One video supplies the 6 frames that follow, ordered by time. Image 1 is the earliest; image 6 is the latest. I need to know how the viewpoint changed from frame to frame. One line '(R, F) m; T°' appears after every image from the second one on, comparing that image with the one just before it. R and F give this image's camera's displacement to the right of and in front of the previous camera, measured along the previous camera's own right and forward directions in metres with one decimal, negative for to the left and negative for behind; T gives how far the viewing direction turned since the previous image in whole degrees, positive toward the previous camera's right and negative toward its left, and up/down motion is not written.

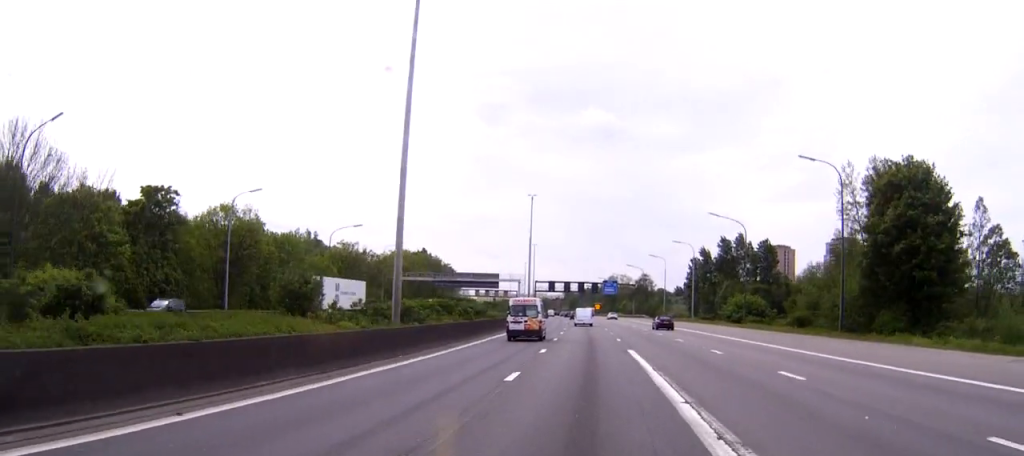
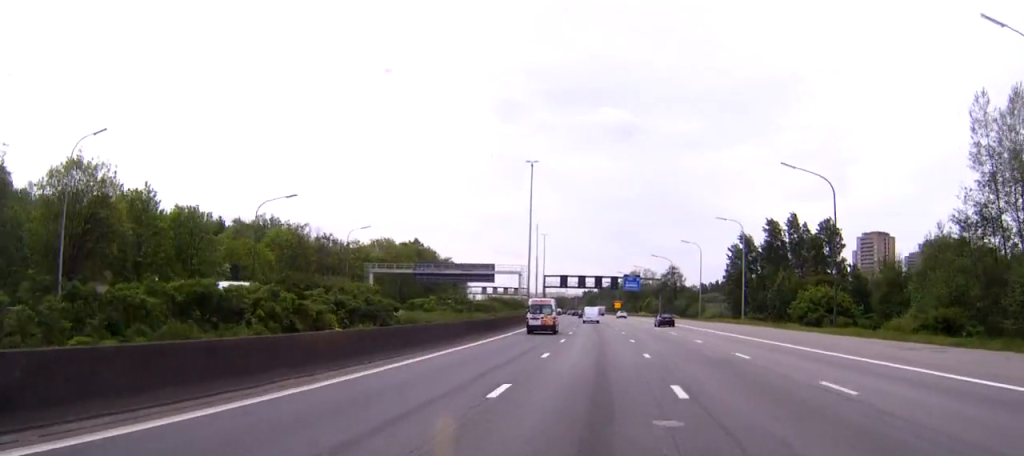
(-0.2, +29.5) m; -1°
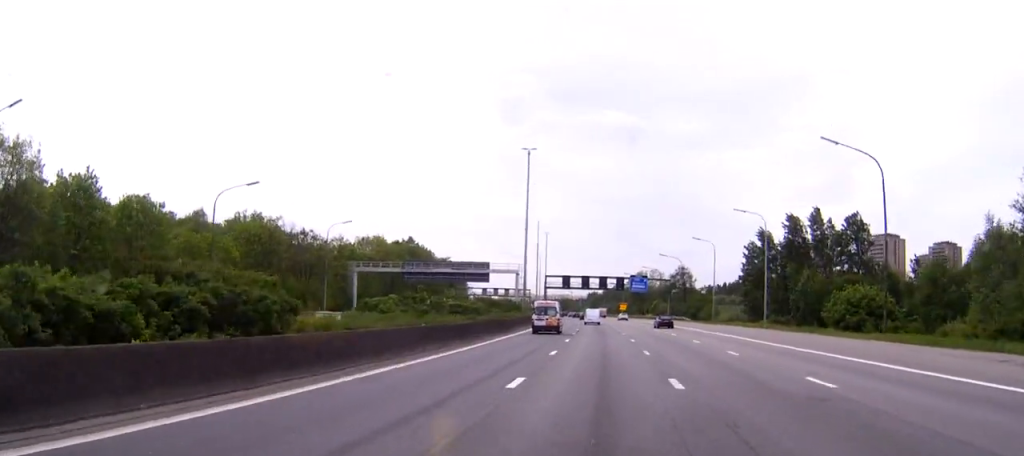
(0.0, +10.3) m; 0°
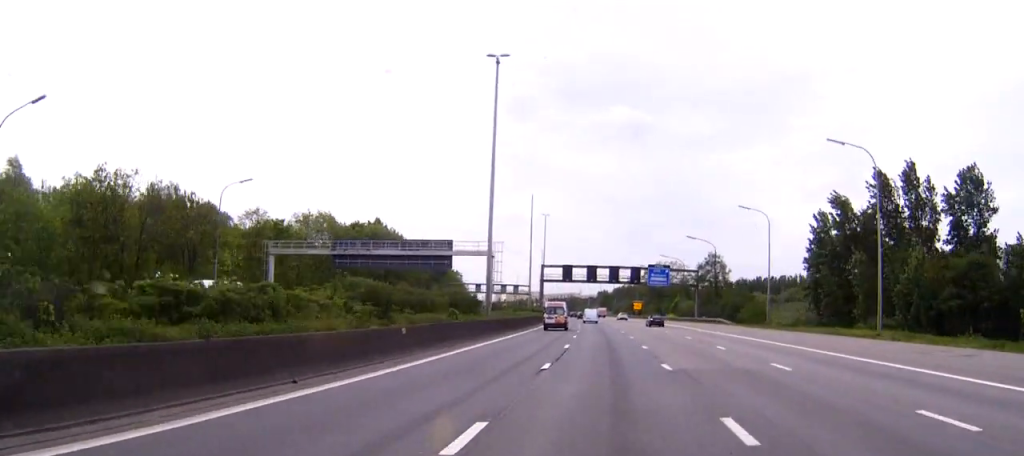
(-0.2, +32.4) m; -1°
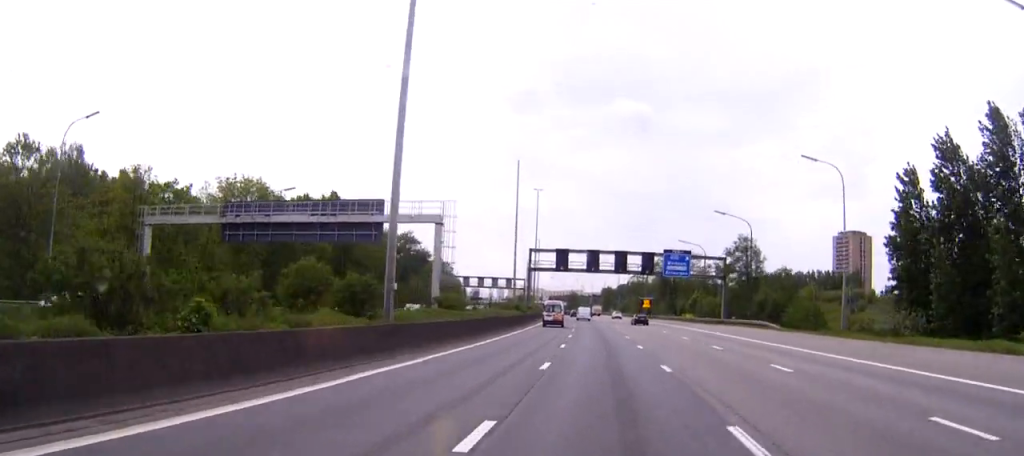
(-0.2, +25.1) m; 0°
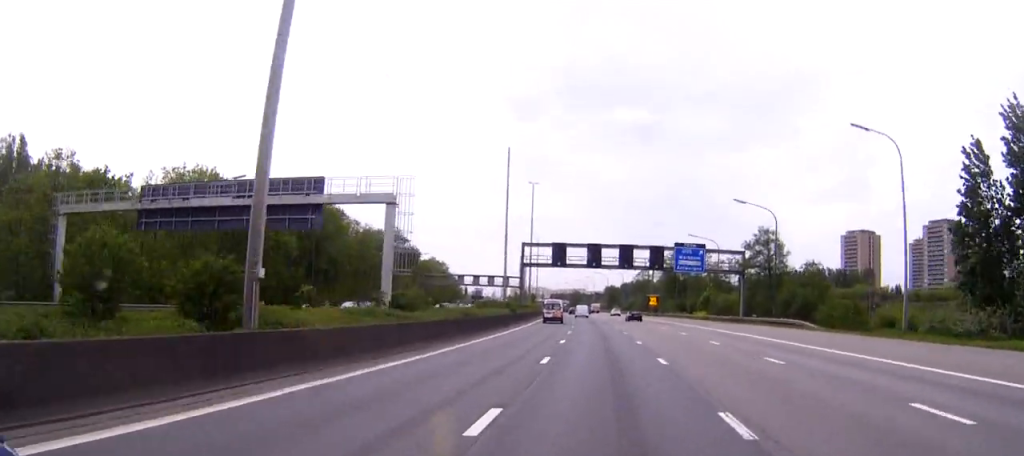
(0.0, +11.8) m; 0°
